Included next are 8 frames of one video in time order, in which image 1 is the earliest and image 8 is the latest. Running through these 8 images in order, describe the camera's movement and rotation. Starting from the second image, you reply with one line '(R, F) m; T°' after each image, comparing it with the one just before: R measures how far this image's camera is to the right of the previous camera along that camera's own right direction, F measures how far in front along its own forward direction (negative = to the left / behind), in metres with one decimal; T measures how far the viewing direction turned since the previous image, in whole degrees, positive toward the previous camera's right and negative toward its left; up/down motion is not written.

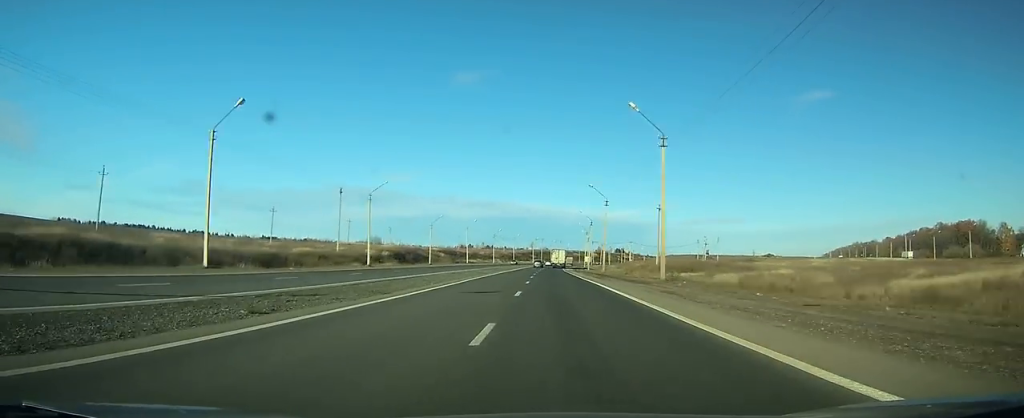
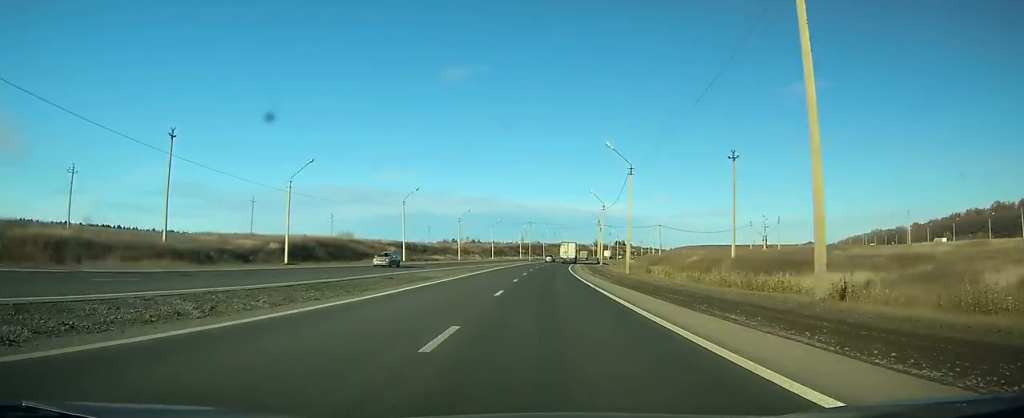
(-0.3, +59.8) m; 0°
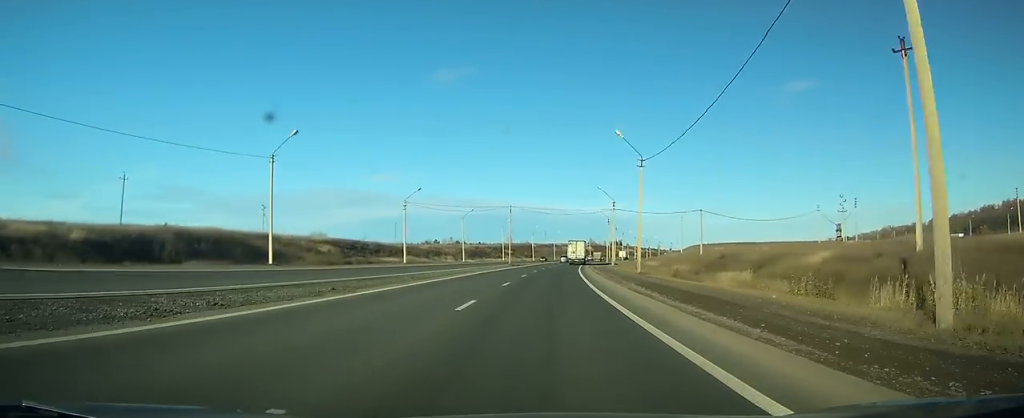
(+0.2, +41.9) m; +1°
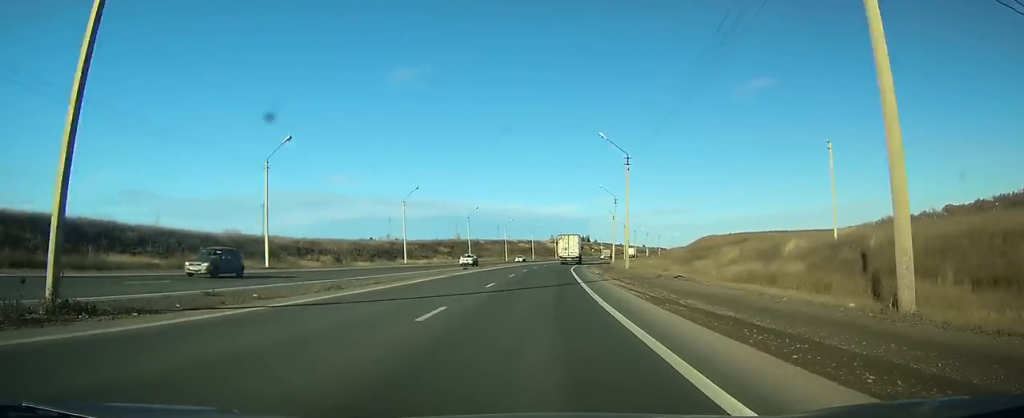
(+1.5, +73.4) m; +3°
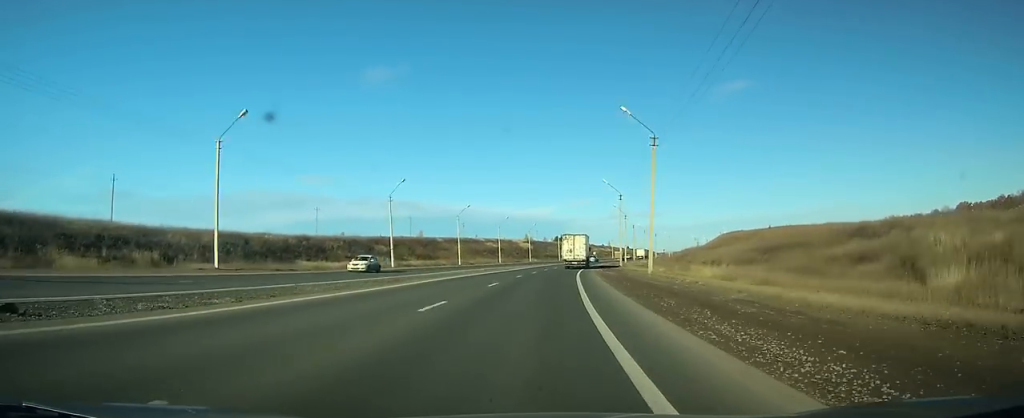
(+0.8, +44.1) m; +2°
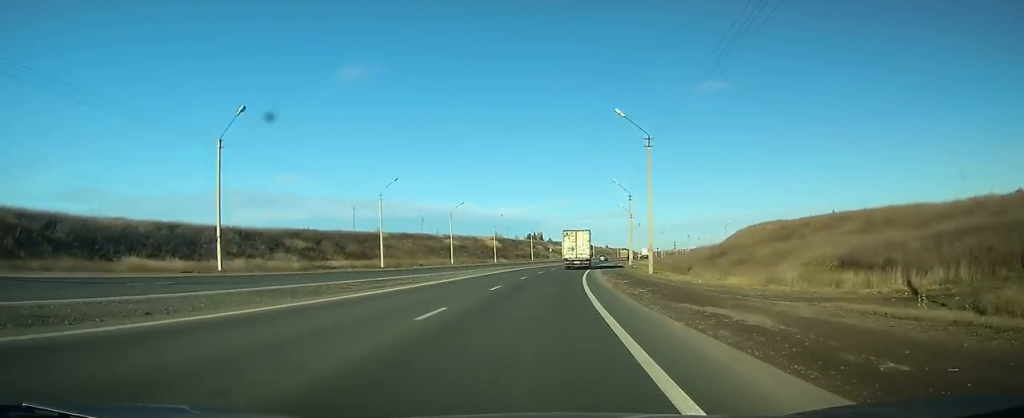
(+0.6, +35.5) m; +2°
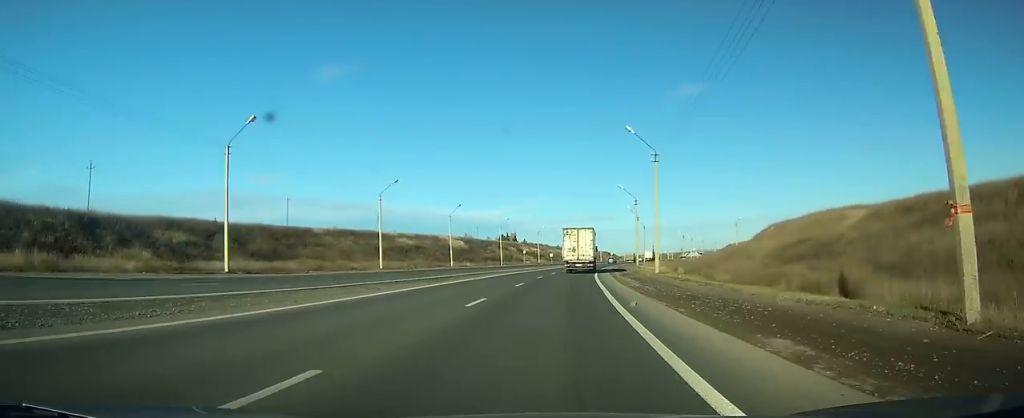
(+0.9, +31.1) m; +2°
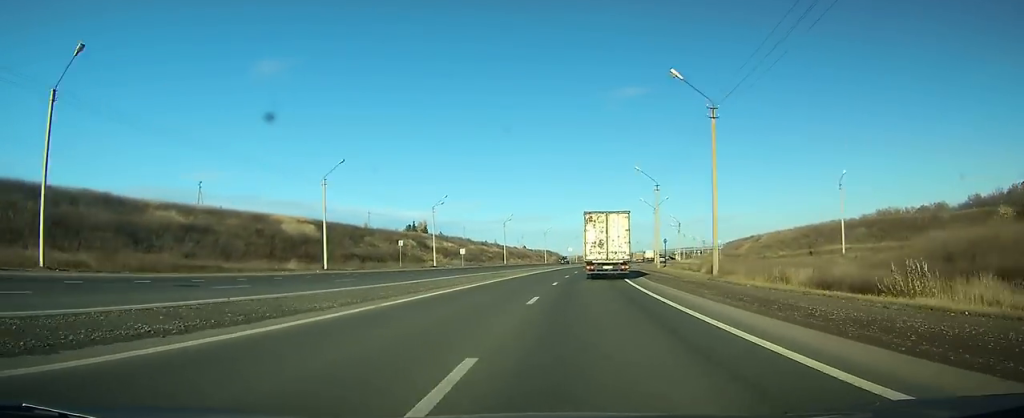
(+4.3, +85.3) m; +6°
